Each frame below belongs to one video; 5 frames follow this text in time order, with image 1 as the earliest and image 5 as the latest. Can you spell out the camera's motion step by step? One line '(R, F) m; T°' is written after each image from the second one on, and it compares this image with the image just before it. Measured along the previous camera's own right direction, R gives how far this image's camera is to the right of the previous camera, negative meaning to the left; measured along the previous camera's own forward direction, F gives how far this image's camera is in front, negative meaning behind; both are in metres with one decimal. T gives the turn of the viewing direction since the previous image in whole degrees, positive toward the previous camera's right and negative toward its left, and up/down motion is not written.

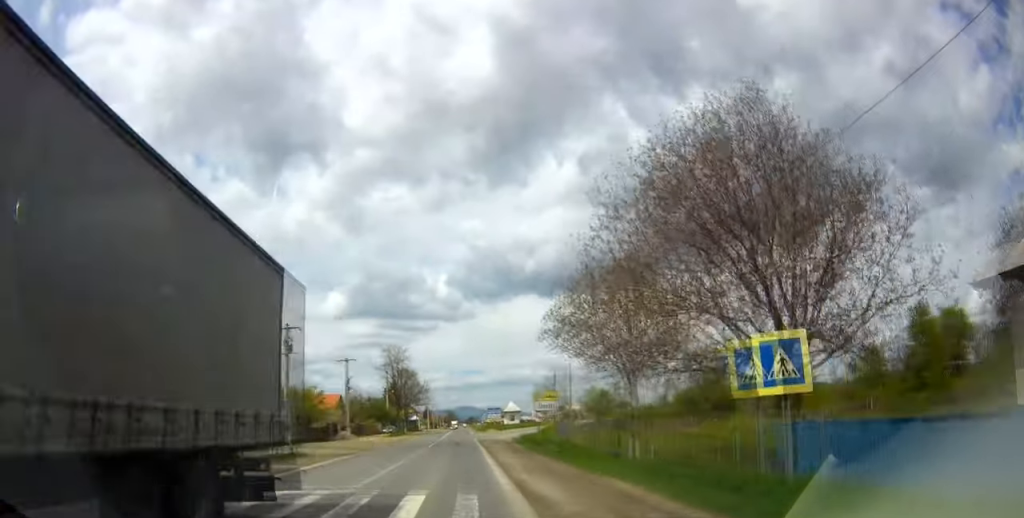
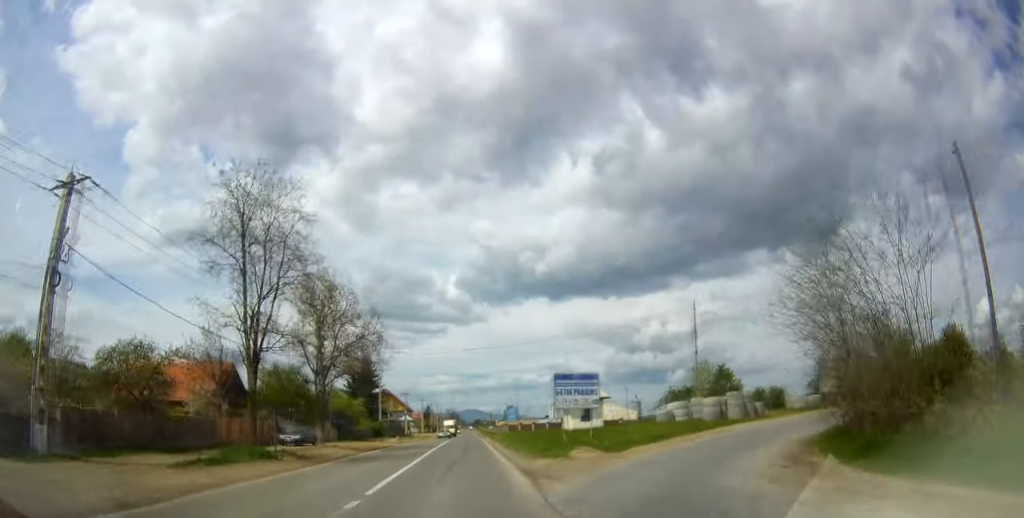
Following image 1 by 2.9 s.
(+0.2, +59.5) m; 0°
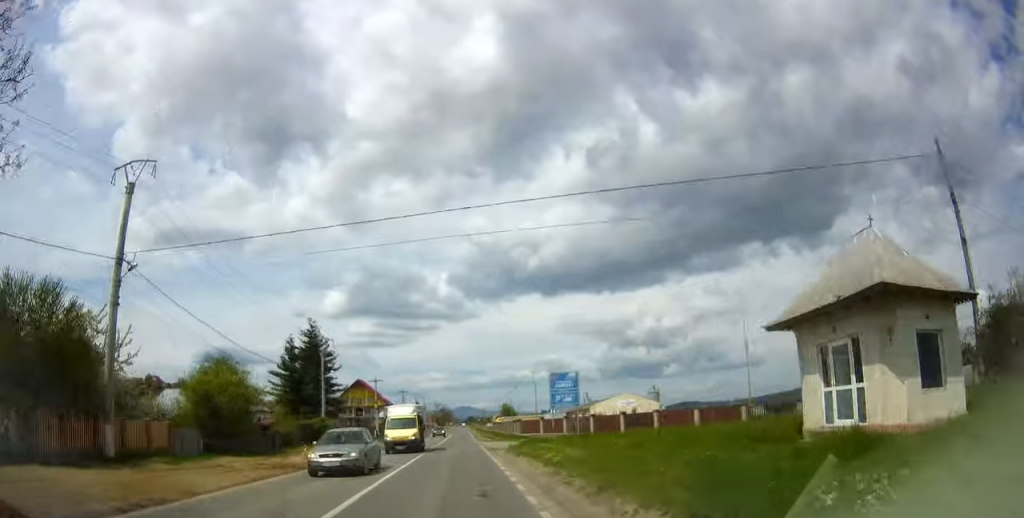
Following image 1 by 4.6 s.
(-0.3, +35.4) m; 0°
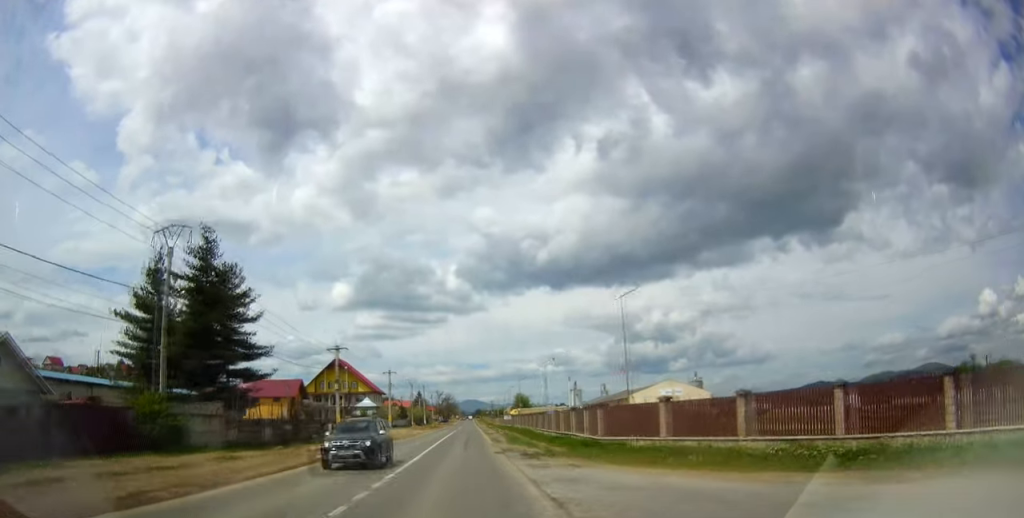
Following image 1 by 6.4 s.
(-0.1, +36.5) m; 0°
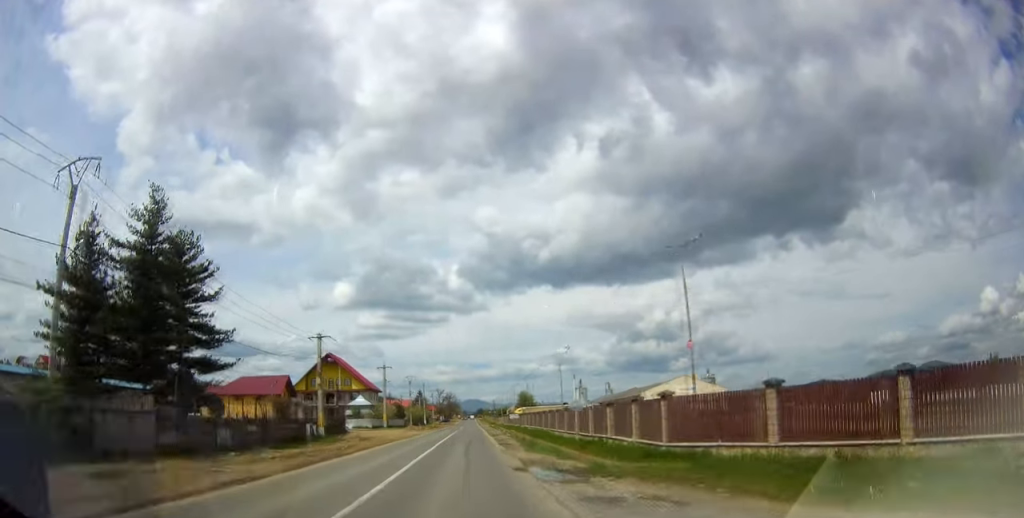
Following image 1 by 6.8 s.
(+0.3, +8.9) m; 0°
